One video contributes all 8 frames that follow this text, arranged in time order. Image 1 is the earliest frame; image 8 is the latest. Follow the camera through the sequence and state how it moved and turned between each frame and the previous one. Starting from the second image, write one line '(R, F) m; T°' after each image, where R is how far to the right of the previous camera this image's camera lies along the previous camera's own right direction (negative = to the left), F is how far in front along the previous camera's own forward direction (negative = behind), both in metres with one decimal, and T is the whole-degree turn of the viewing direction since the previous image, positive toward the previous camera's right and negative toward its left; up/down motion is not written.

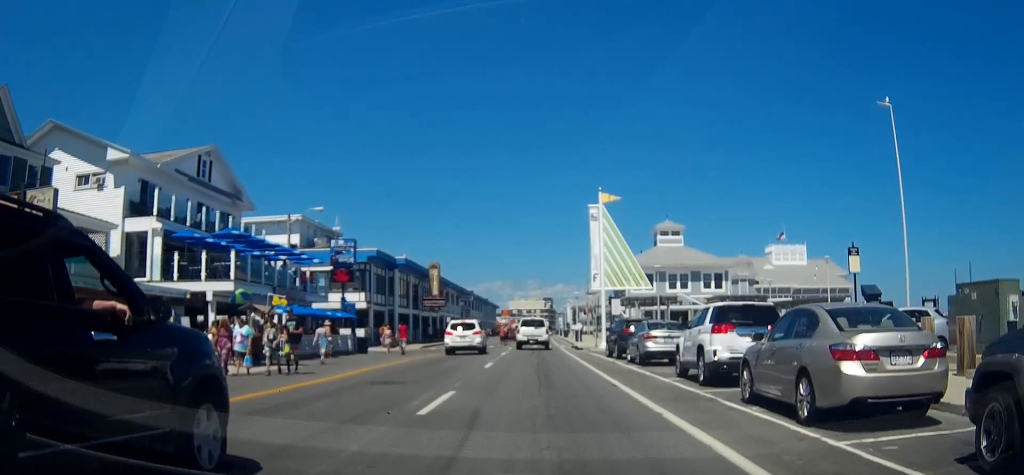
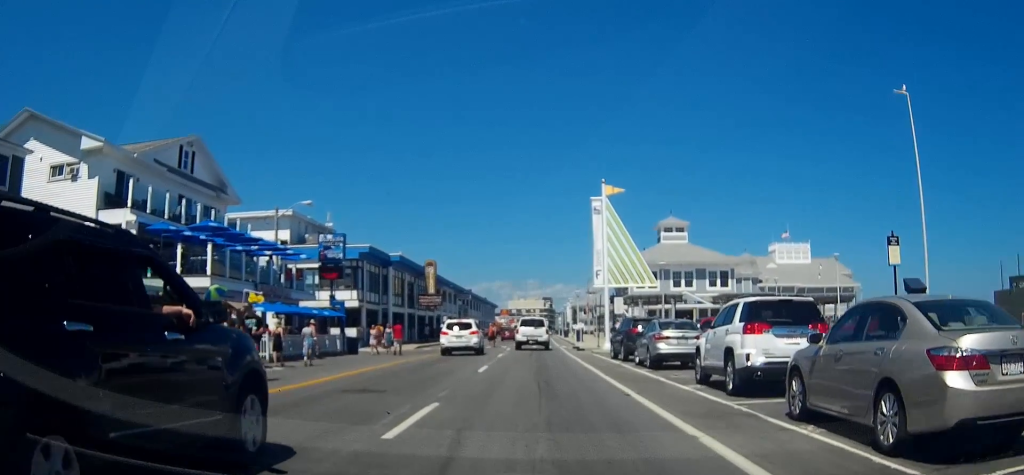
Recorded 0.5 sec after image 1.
(0.0, +2.5) m; 0°
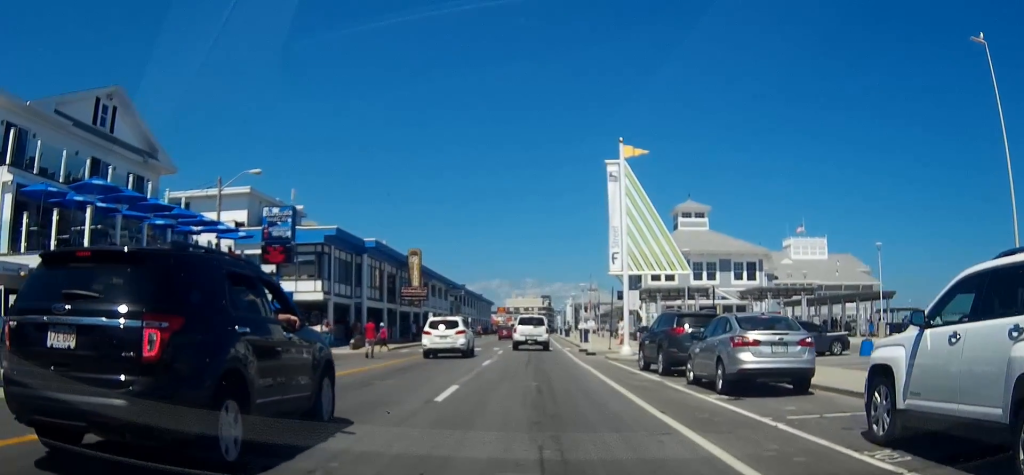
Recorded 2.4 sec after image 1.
(0.0, +9.5) m; -1°
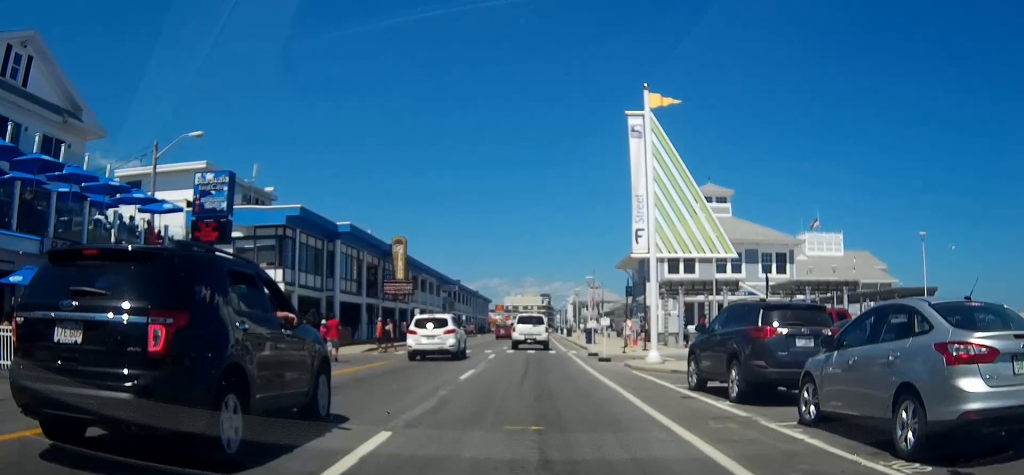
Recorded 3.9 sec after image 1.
(-0.1, +7.3) m; 0°
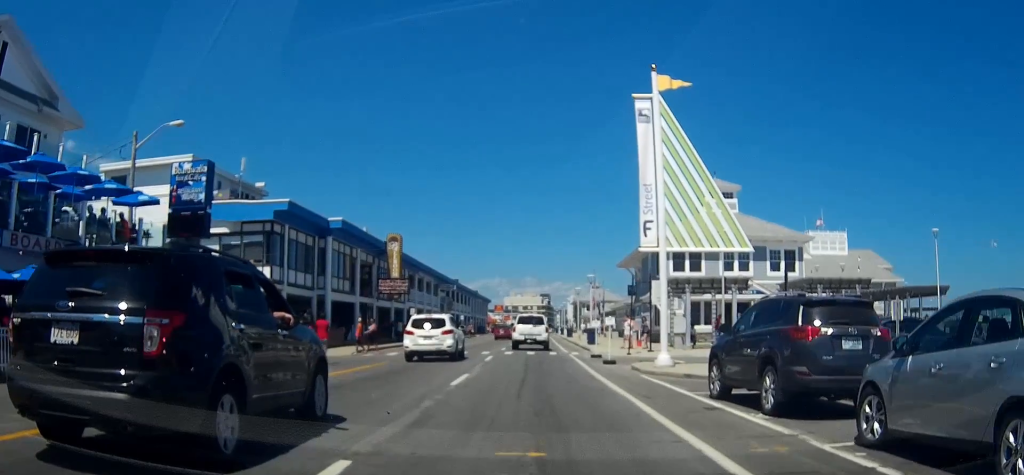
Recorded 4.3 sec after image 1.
(0.0, +1.8) m; 0°
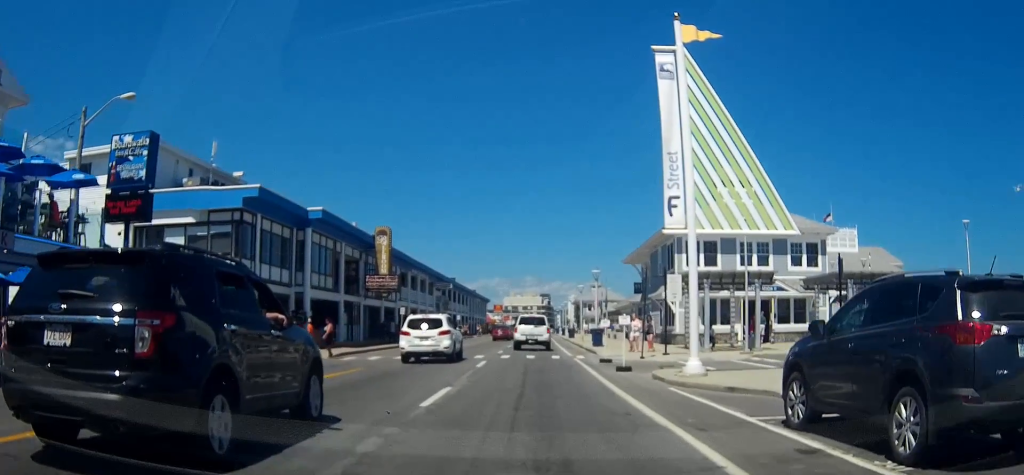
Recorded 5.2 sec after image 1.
(0.0, +4.0) m; 0°
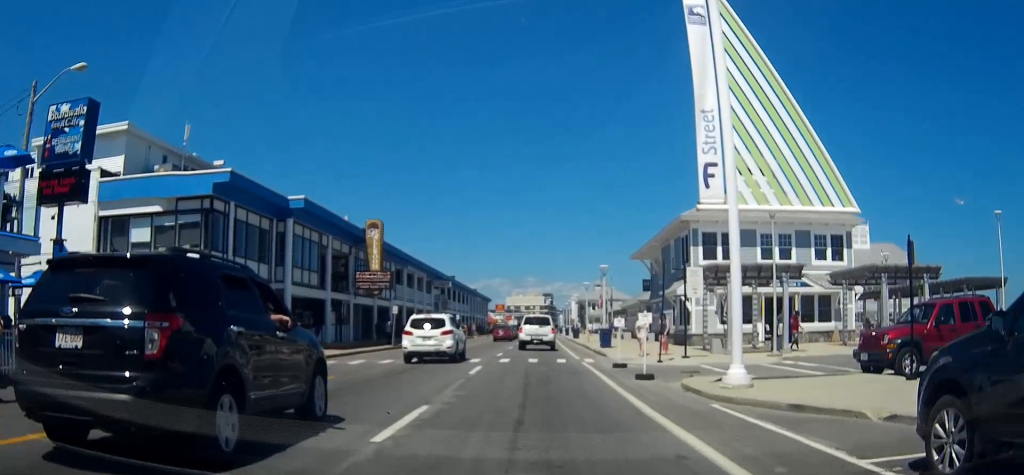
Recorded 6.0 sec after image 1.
(0.0, +3.4) m; -1°
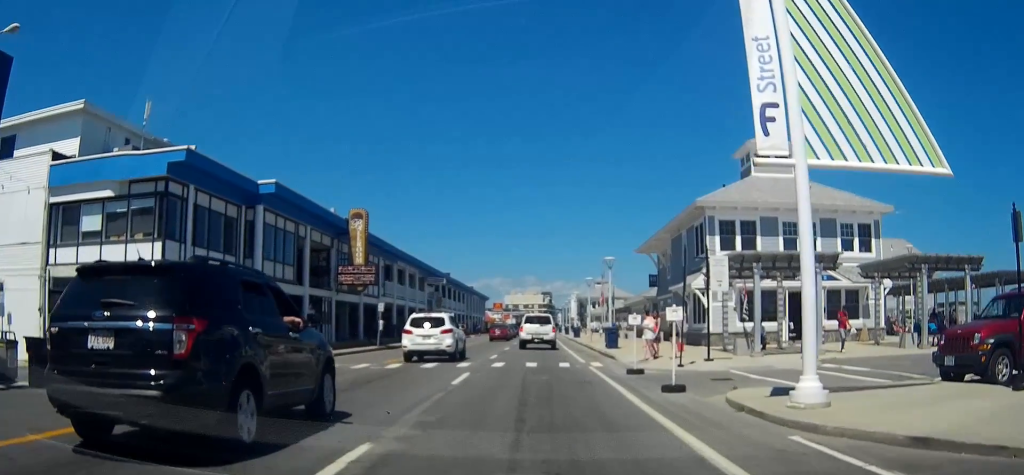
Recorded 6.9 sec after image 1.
(-0.1, +3.7) m; -1°
